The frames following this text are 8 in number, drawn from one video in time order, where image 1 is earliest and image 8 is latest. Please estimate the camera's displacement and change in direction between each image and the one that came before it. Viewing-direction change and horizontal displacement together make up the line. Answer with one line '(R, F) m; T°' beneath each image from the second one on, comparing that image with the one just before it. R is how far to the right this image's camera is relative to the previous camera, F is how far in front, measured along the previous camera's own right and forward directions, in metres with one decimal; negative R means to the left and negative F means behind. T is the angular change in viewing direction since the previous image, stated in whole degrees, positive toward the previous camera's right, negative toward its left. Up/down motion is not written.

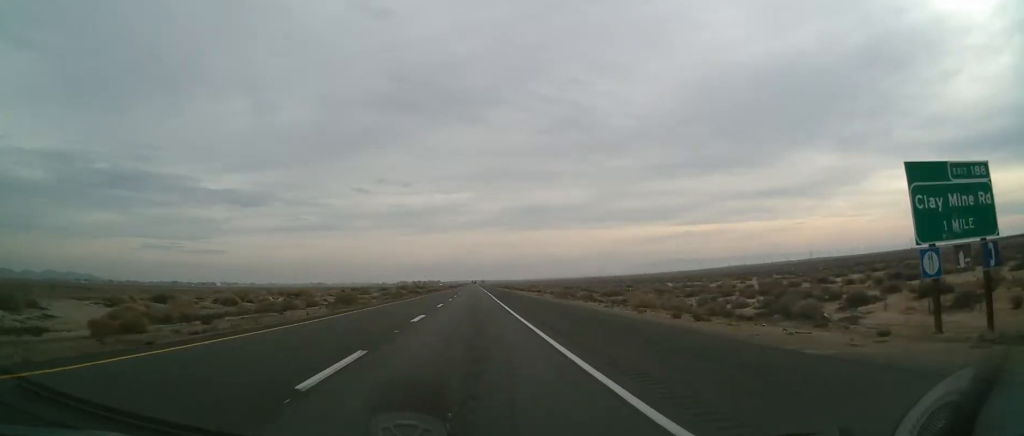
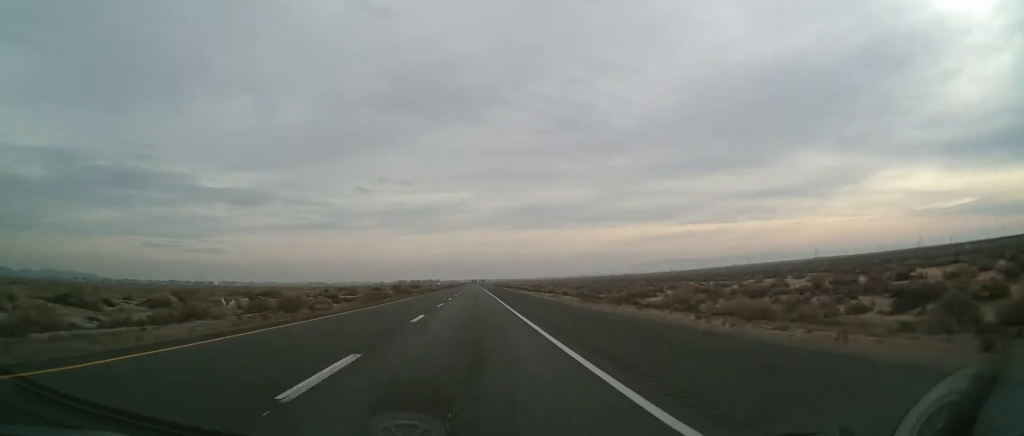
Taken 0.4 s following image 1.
(+0.1, +15.4) m; 0°
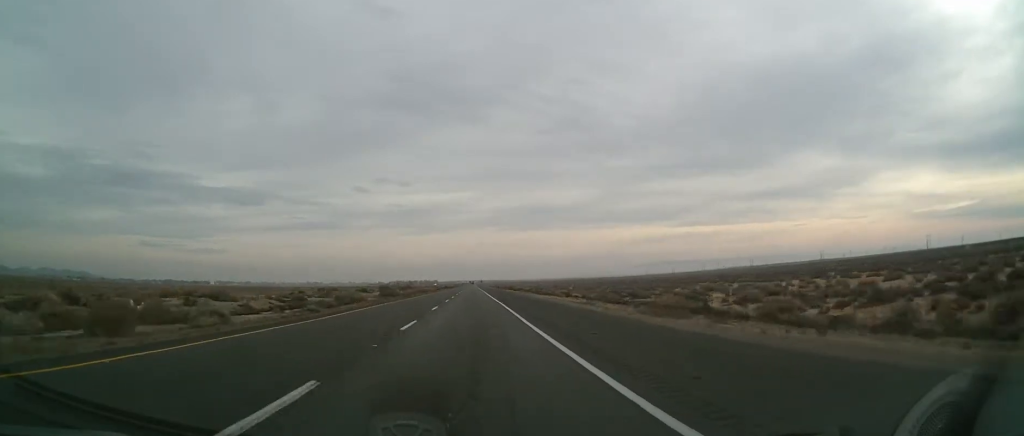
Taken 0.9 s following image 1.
(0.0, +17.9) m; 0°
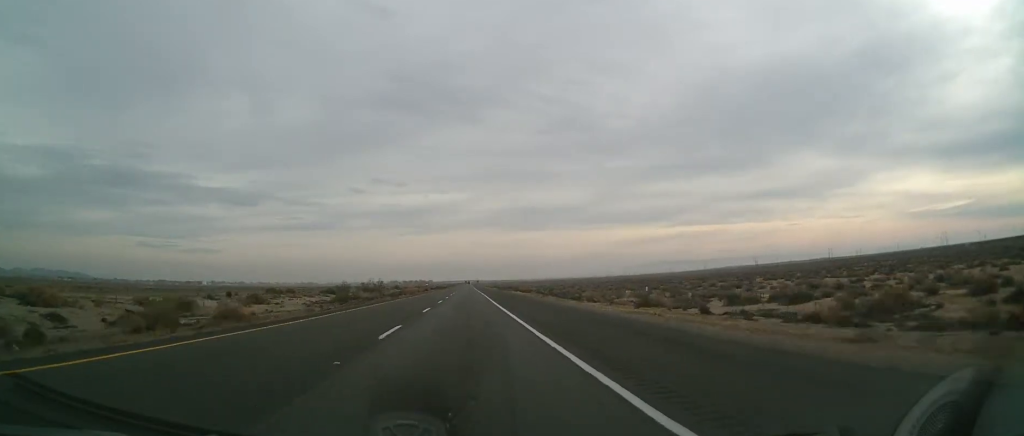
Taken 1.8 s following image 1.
(0.0, +32.2) m; 0°
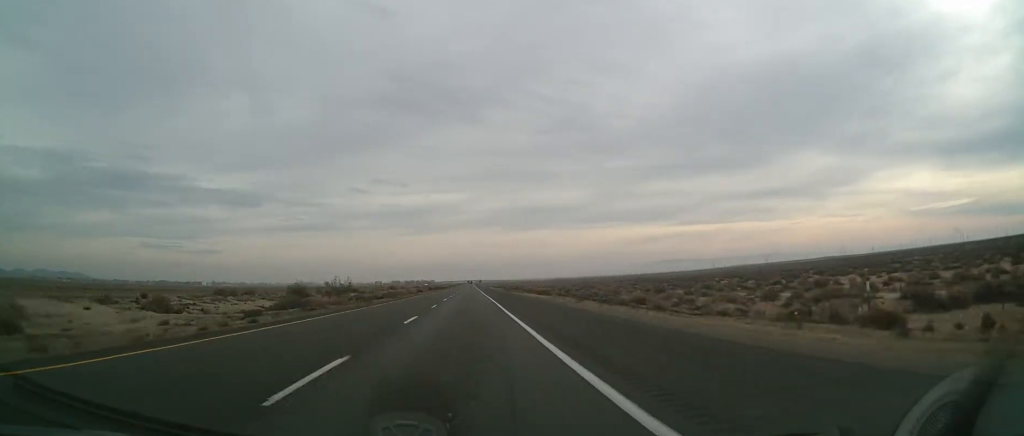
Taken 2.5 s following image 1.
(+0.1, +22.8) m; -1°
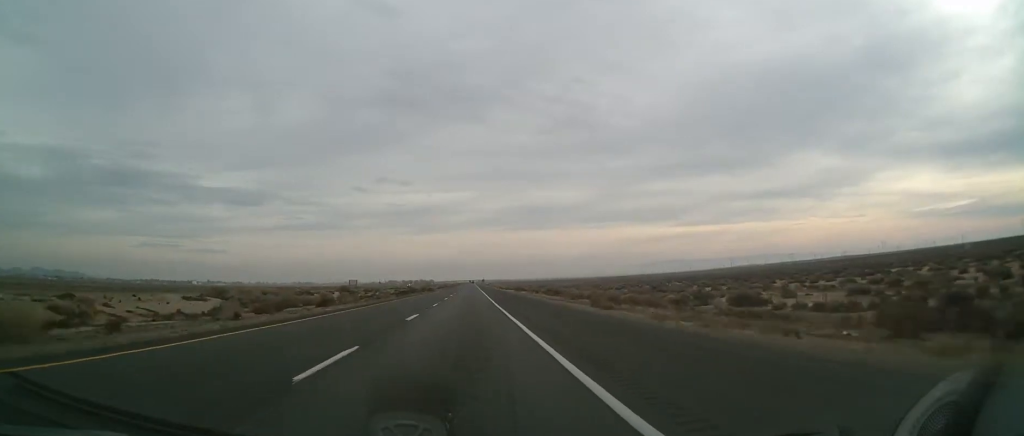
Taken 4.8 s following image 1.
(+0.3, +85.9) m; +1°
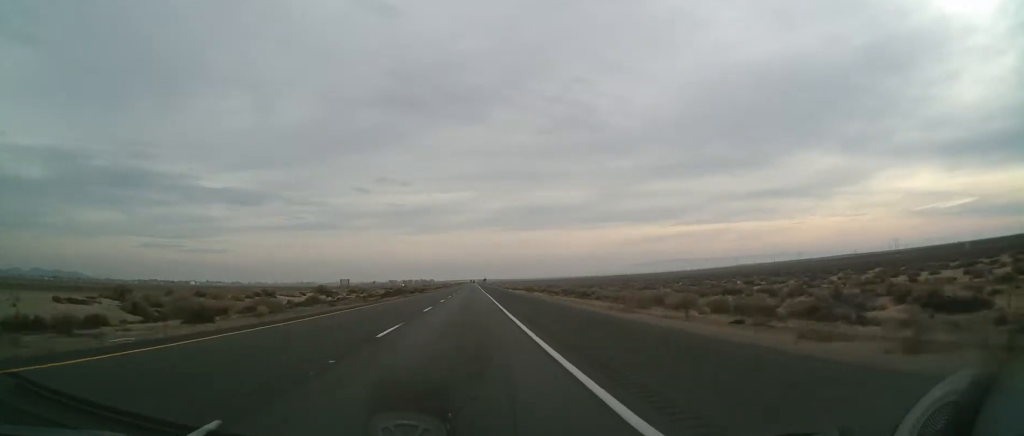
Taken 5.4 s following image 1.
(0.0, +22.0) m; 0°
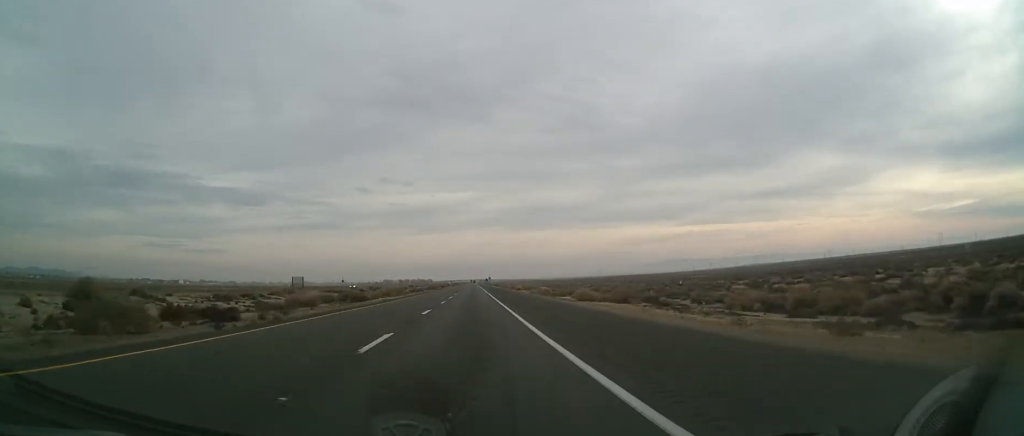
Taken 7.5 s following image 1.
(-0.2, +76.3) m; -1°
